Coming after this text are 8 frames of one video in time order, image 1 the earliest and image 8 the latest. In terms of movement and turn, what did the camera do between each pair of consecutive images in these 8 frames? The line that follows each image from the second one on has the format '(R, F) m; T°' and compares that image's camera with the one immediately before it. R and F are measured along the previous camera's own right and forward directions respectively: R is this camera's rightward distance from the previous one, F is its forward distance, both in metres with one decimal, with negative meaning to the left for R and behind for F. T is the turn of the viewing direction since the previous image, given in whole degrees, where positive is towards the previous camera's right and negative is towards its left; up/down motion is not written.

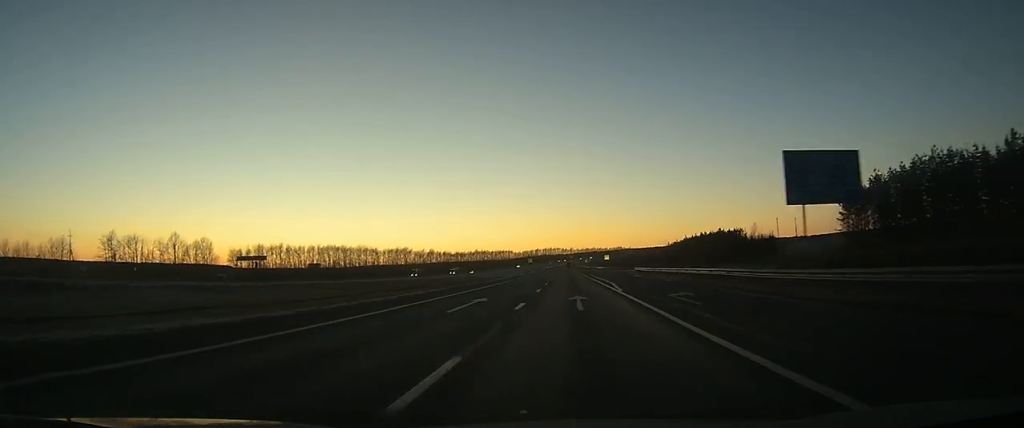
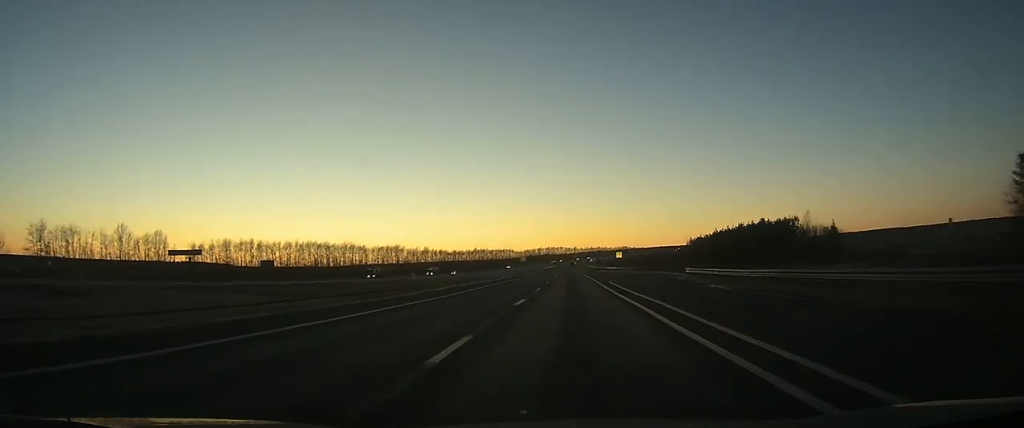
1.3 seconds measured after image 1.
(0.0, +33.0) m; 0°
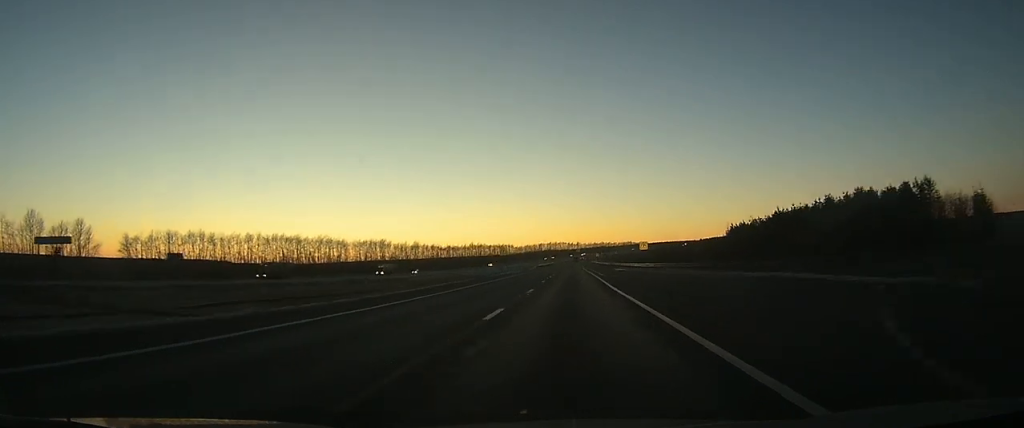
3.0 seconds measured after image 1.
(0.0, +42.1) m; 0°
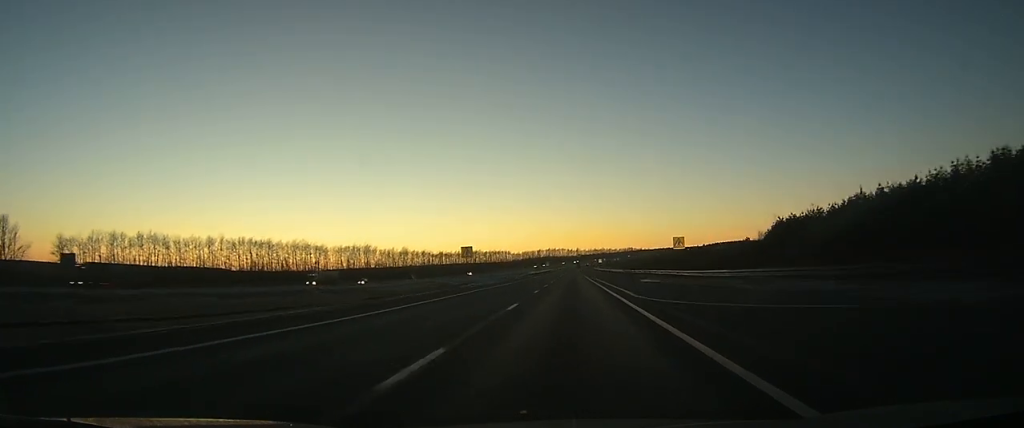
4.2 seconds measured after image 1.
(0.0, +30.7) m; 0°
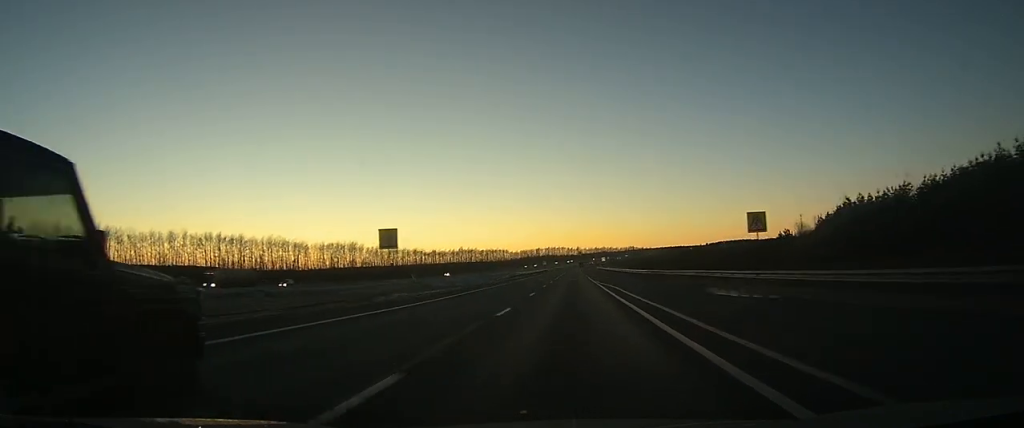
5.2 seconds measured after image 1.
(0.0, +25.8) m; 0°
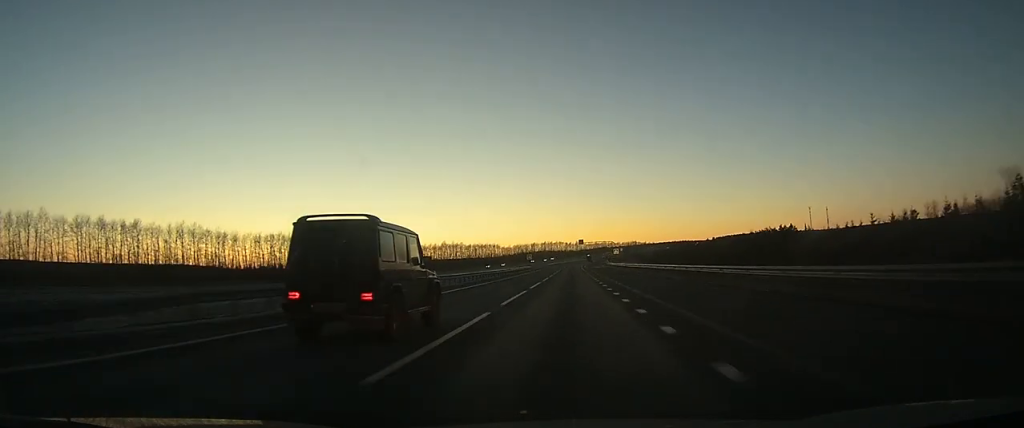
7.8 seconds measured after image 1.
(0.0, +68.3) m; 0°
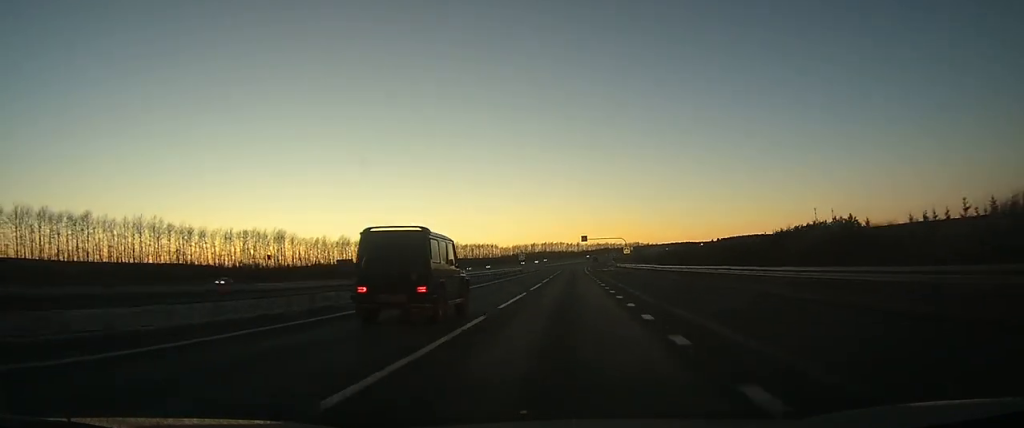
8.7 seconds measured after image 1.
(0.0, +24.7) m; 0°
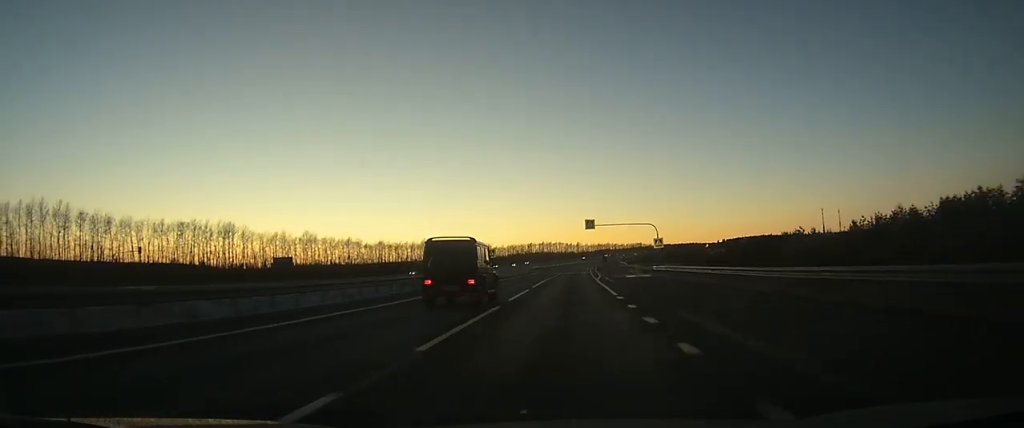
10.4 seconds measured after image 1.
(0.0, +44.3) m; 0°
